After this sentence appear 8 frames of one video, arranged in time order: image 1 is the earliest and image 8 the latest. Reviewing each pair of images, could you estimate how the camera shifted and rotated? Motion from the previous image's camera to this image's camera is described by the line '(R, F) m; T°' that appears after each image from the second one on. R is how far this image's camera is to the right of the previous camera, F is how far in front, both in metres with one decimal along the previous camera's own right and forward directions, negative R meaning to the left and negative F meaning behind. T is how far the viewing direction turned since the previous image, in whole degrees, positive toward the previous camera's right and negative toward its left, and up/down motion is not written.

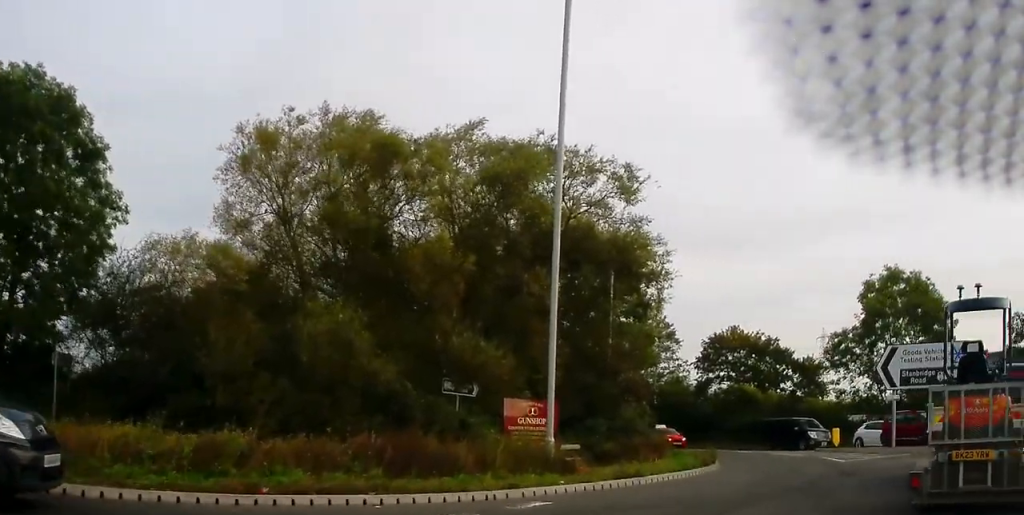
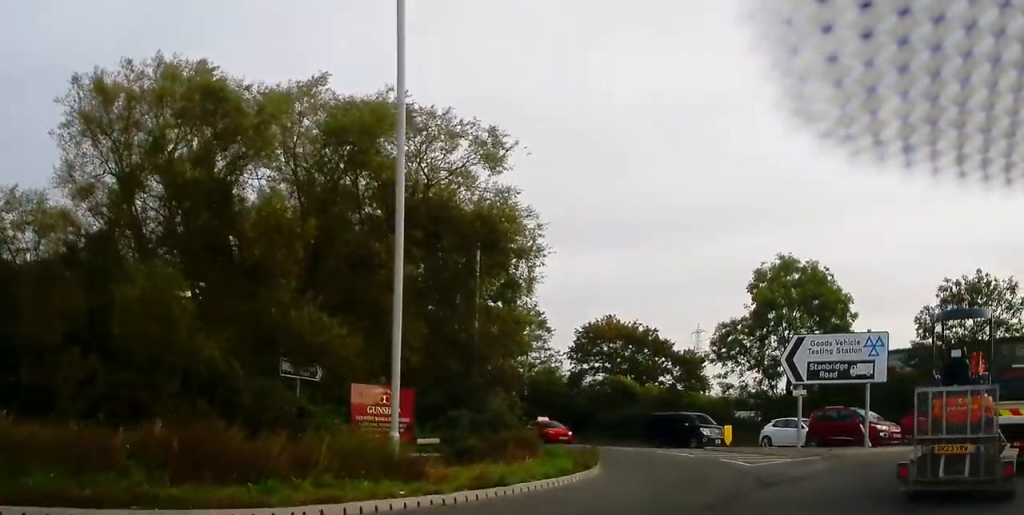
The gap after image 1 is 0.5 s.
(+0.4, +3.1) m; +7°
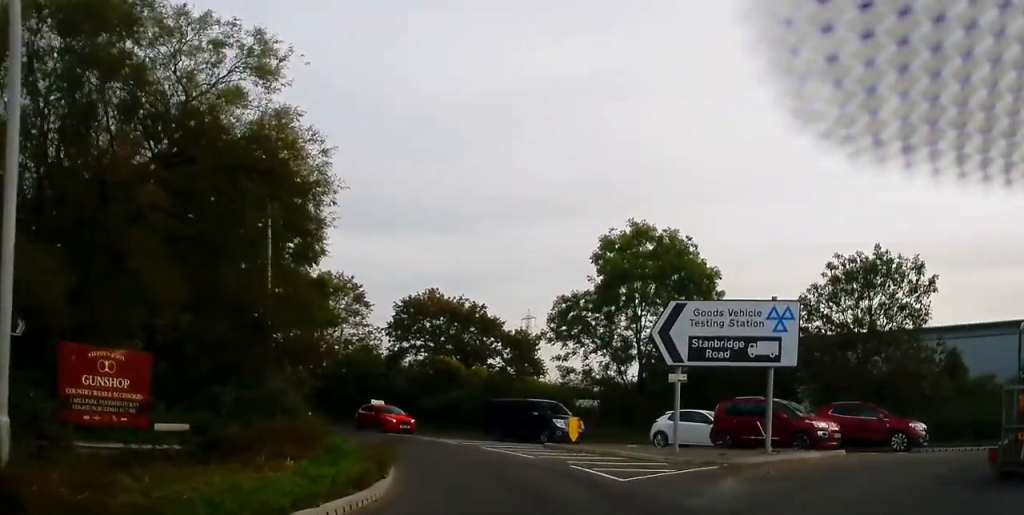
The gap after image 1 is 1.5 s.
(+0.7, +6.2) m; +12°
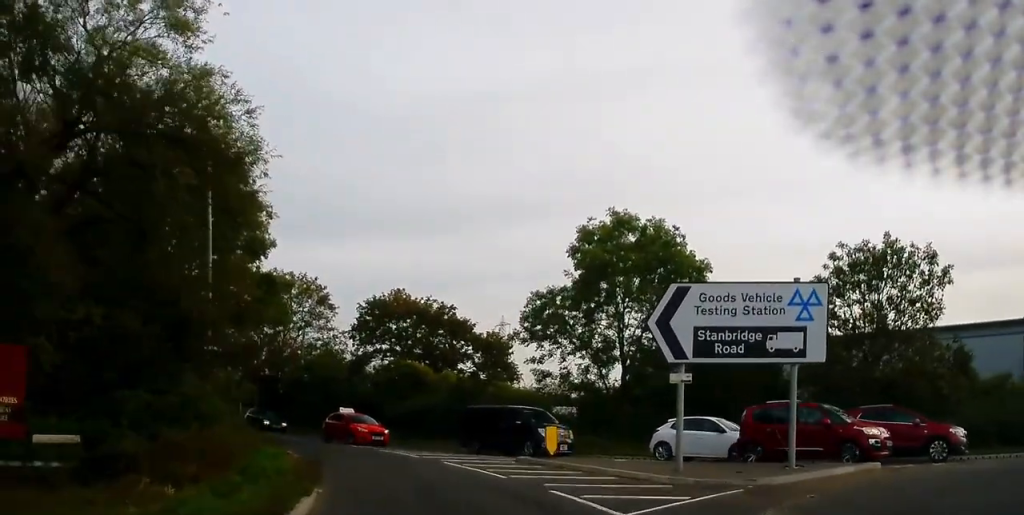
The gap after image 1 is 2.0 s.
(+0.1, +3.4) m; +5°
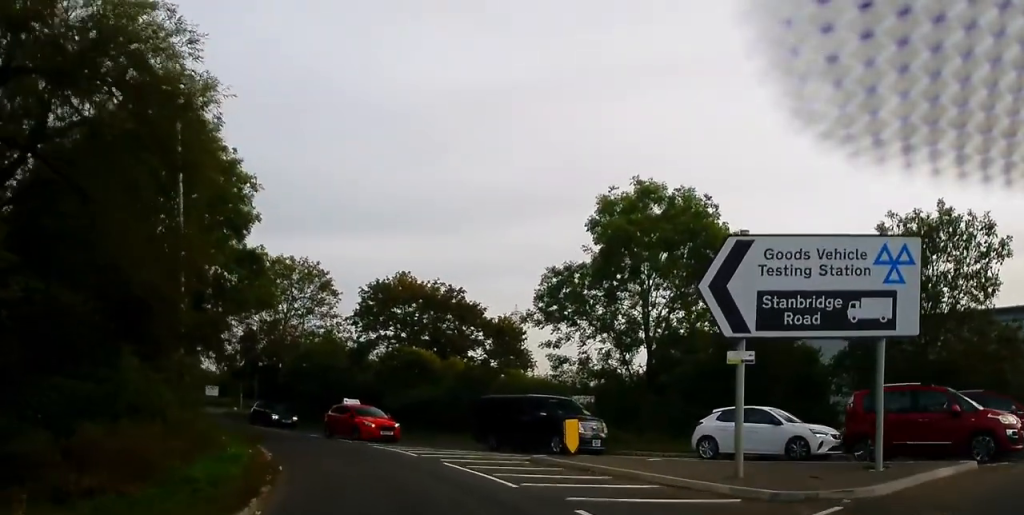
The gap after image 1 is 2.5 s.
(+0.2, +3.4) m; -1°
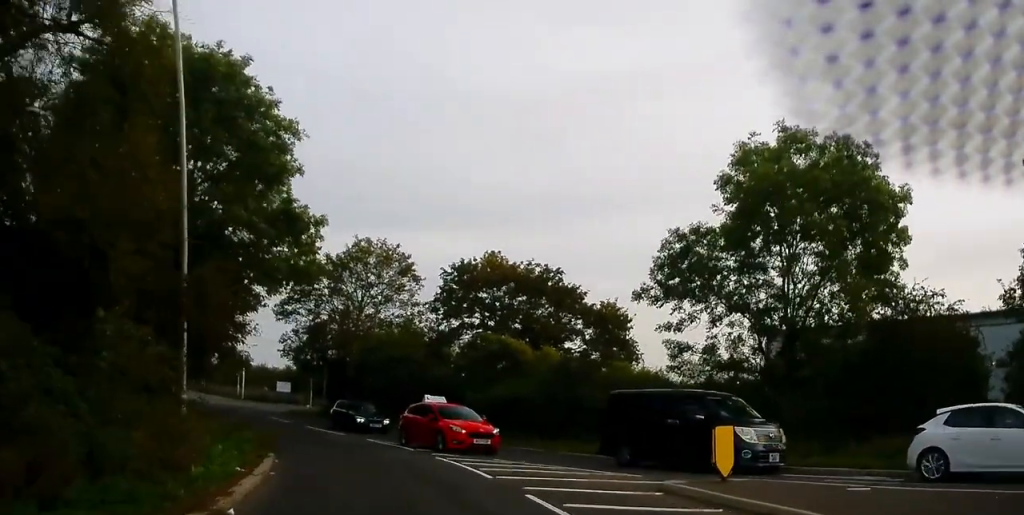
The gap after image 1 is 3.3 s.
(+0.1, +6.4) m; -5°
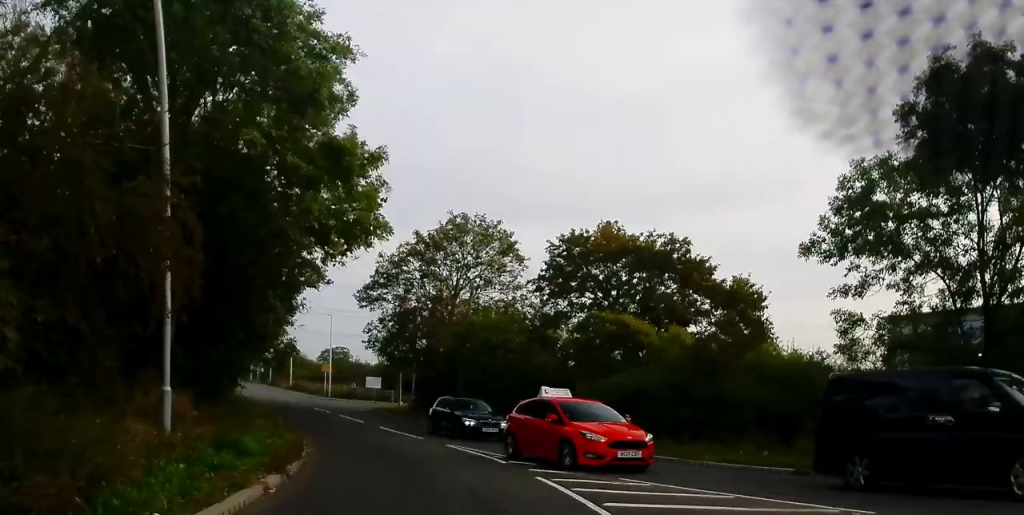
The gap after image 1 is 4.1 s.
(-0.5, +6.2) m; -8°
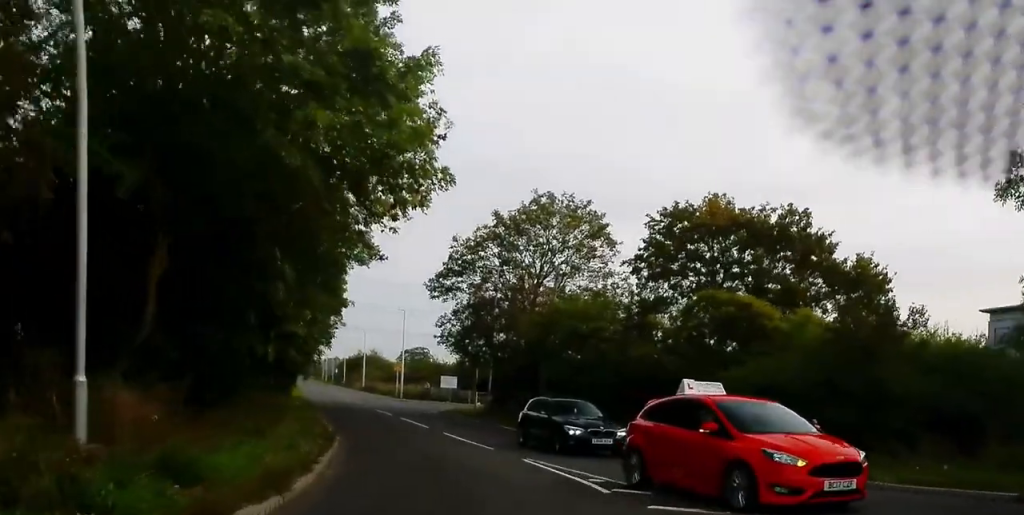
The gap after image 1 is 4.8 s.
(-0.3, +5.3) m; -4°
